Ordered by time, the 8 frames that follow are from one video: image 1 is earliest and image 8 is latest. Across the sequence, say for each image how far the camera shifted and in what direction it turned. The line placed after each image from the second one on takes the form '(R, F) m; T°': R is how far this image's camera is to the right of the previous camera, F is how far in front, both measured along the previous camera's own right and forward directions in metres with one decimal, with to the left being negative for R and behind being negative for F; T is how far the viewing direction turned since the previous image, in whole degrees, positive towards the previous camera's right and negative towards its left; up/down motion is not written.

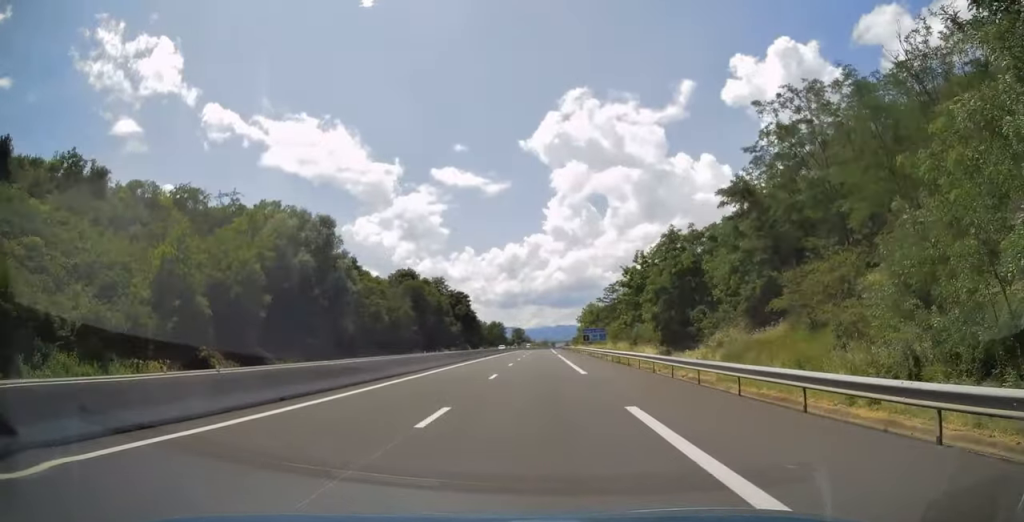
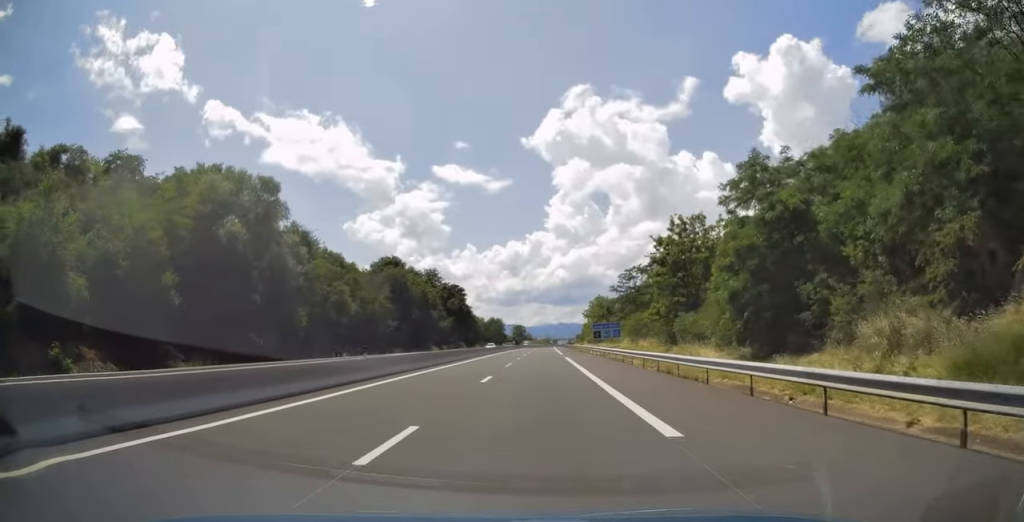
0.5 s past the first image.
(-0.1, +16.7) m; 0°
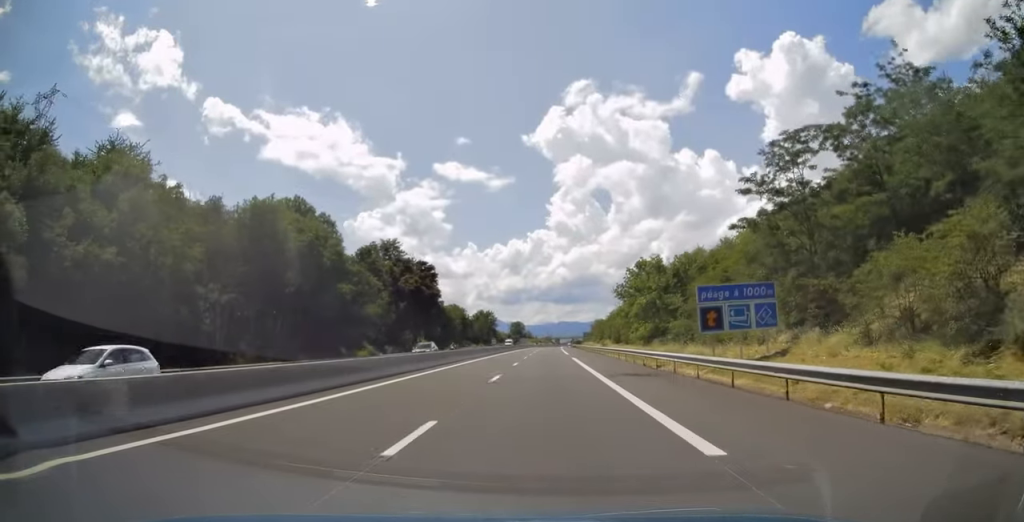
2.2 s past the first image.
(+0.1, +53.2) m; -1°
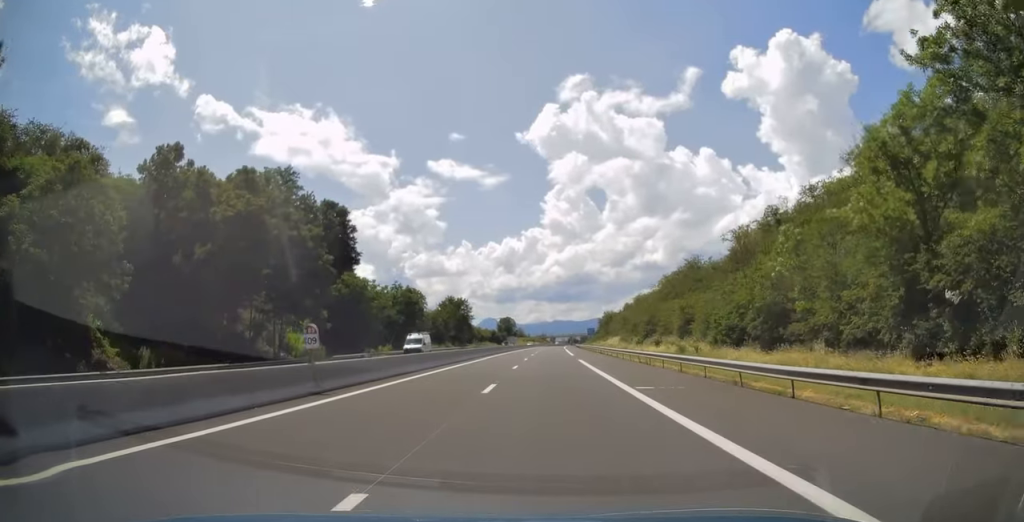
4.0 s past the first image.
(+0.1, +58.6) m; +1°
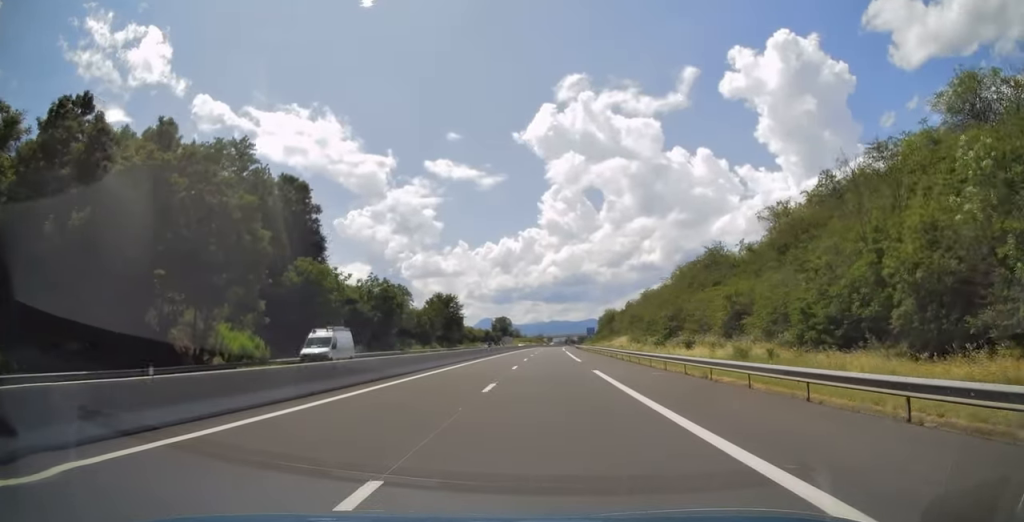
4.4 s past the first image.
(+0.1, +12.9) m; 0°
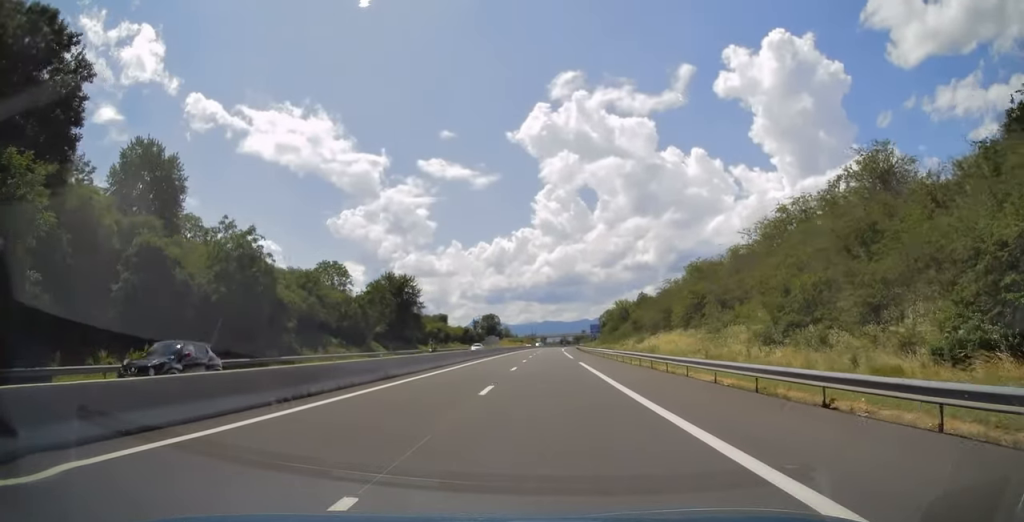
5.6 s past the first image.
(+0.1, +40.9) m; 0°
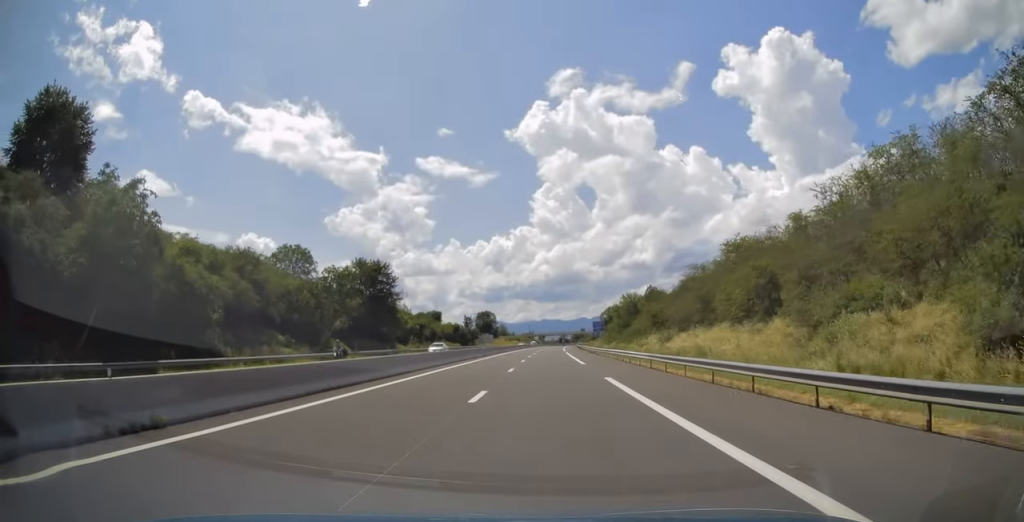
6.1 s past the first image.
(-0.1, +15.6) m; 0°
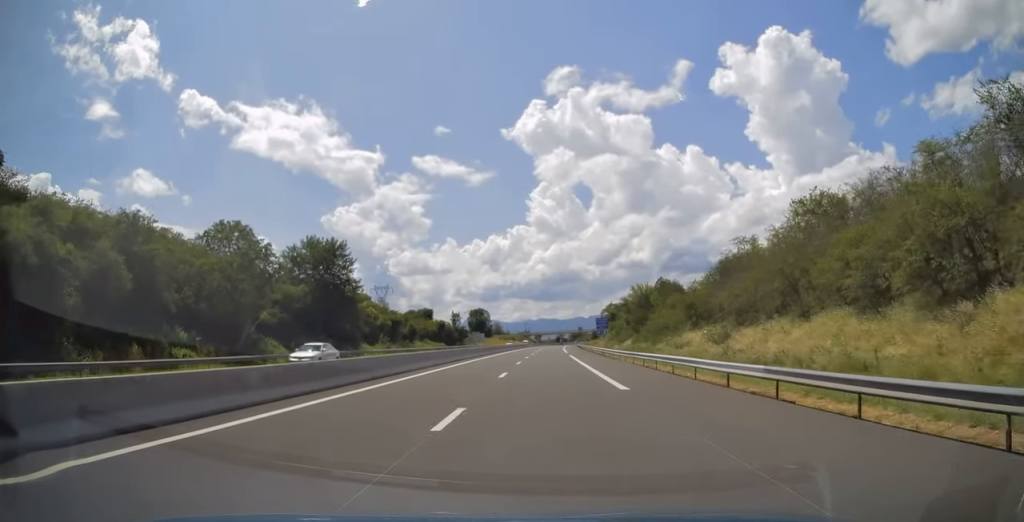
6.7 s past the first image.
(0.0, +17.8) m; 0°
